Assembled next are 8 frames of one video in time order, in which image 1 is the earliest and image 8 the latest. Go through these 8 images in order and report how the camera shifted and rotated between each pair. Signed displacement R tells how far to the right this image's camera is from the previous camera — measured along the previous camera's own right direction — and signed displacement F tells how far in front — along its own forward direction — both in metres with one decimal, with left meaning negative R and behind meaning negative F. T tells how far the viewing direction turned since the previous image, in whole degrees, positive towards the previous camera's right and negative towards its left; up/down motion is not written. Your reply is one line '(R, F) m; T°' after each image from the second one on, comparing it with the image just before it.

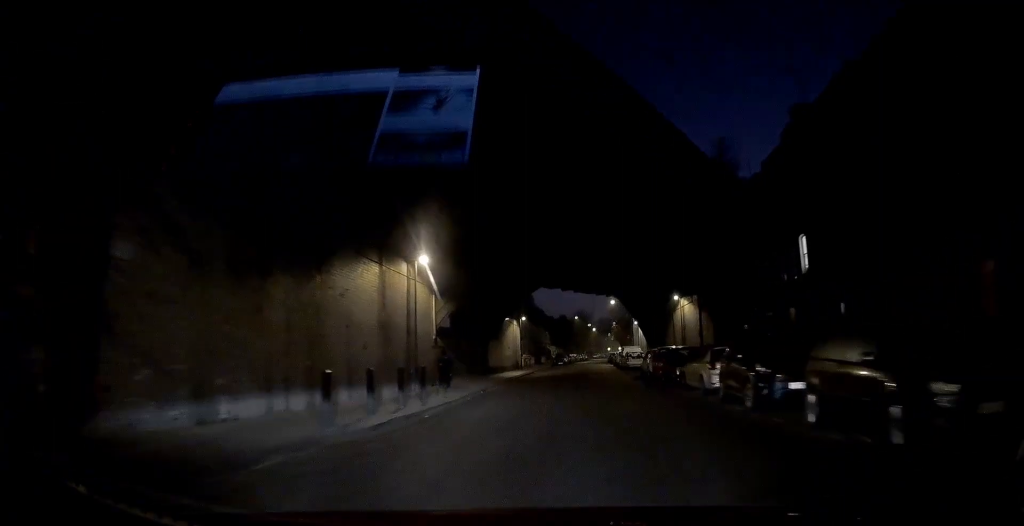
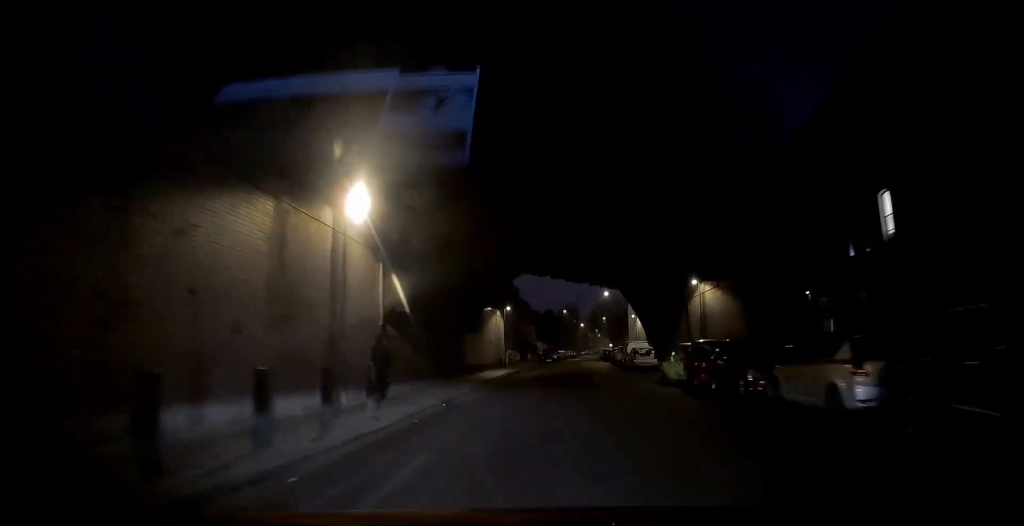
(-0.4, +8.3) m; 0°
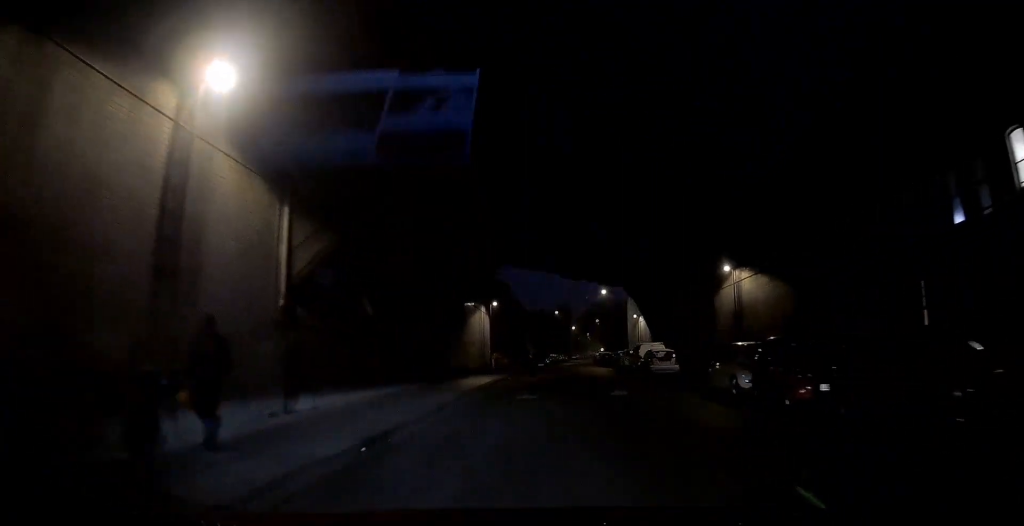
(+0.3, +7.7) m; +2°
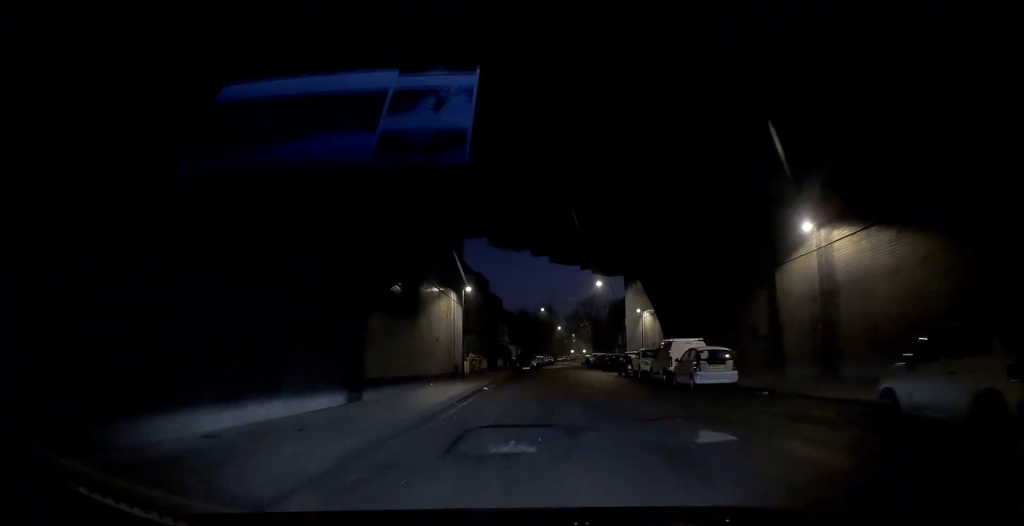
(0.0, +10.5) m; 0°
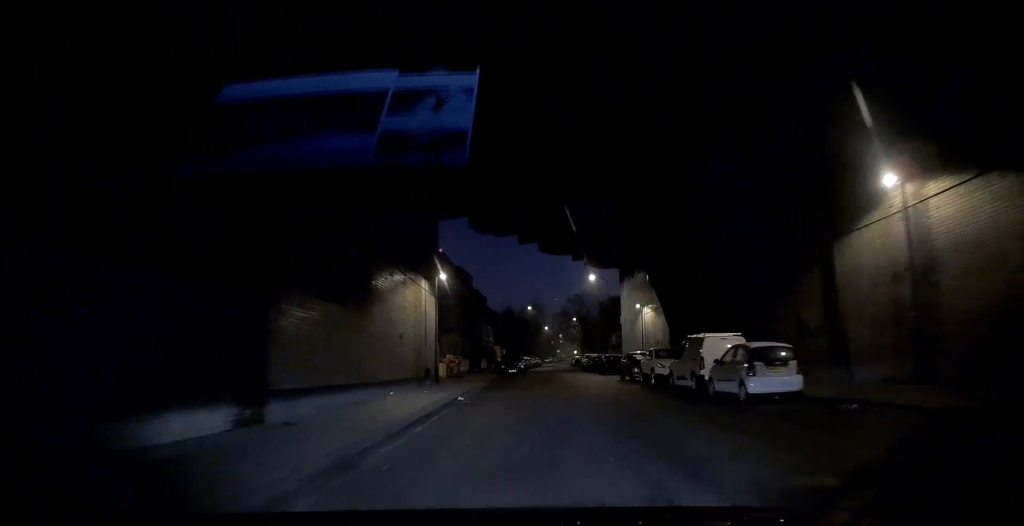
(-0.1, +5.8) m; +1°
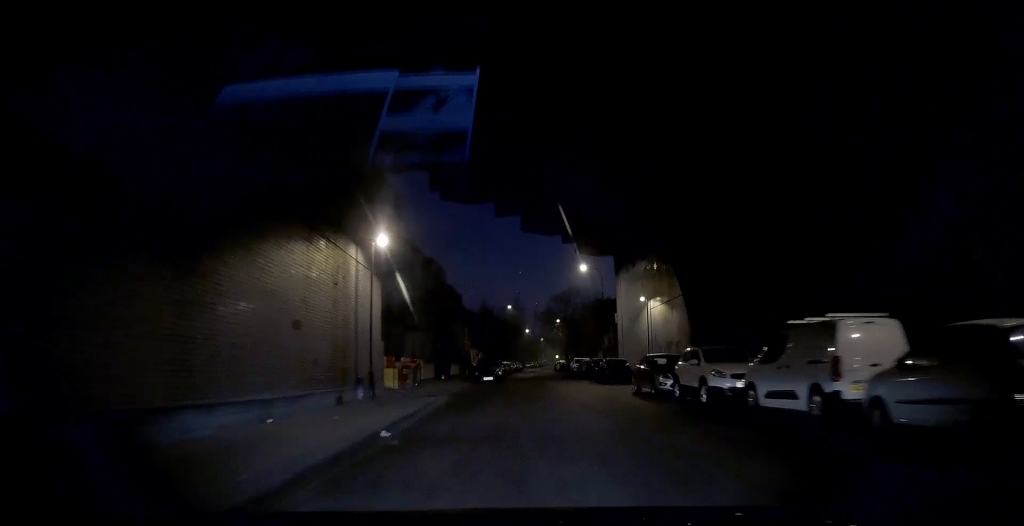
(+0.3, +8.8) m; 0°
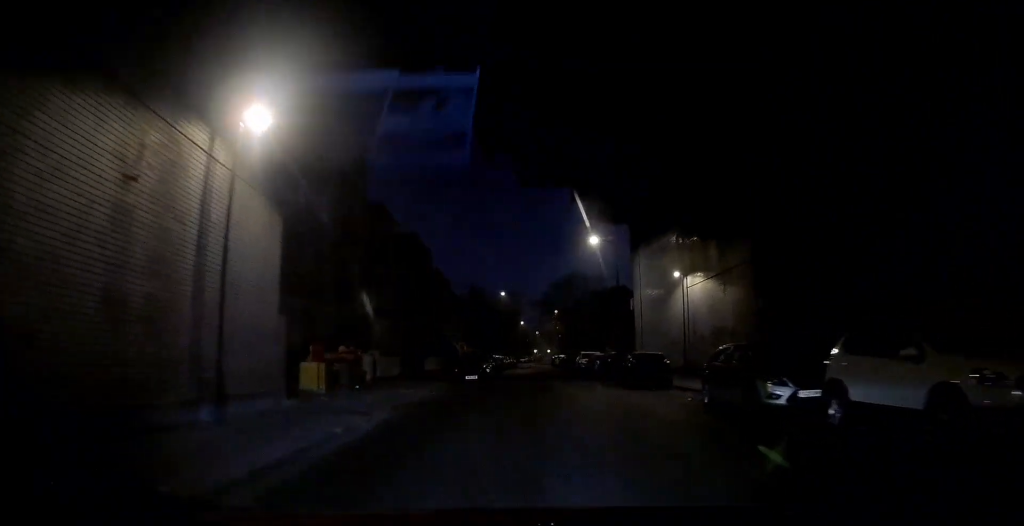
(-0.4, +8.6) m; -3°
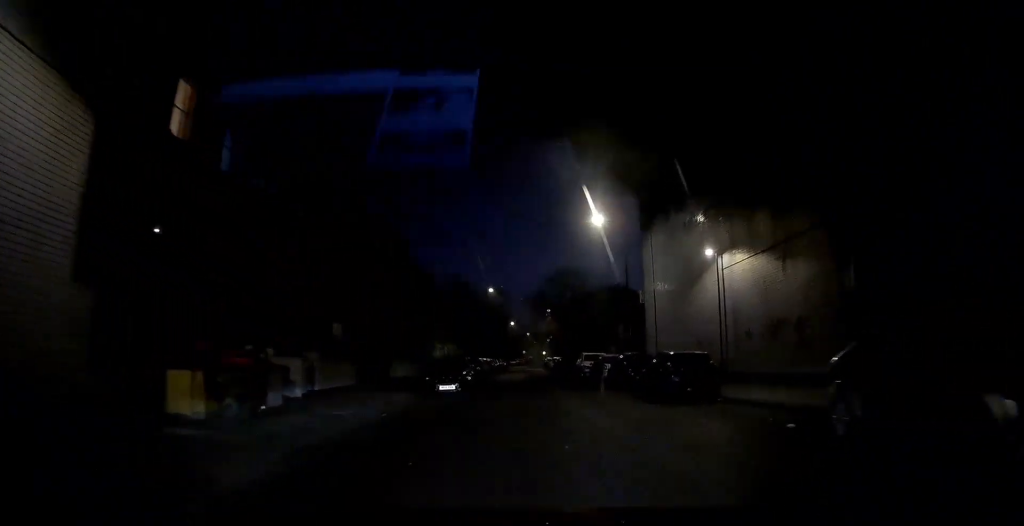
(+0.1, +5.9) m; +1°
